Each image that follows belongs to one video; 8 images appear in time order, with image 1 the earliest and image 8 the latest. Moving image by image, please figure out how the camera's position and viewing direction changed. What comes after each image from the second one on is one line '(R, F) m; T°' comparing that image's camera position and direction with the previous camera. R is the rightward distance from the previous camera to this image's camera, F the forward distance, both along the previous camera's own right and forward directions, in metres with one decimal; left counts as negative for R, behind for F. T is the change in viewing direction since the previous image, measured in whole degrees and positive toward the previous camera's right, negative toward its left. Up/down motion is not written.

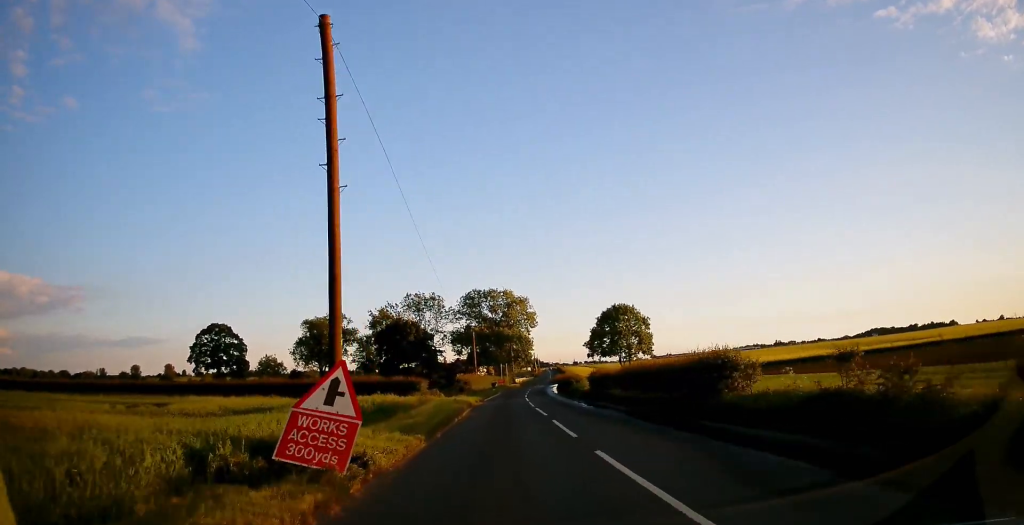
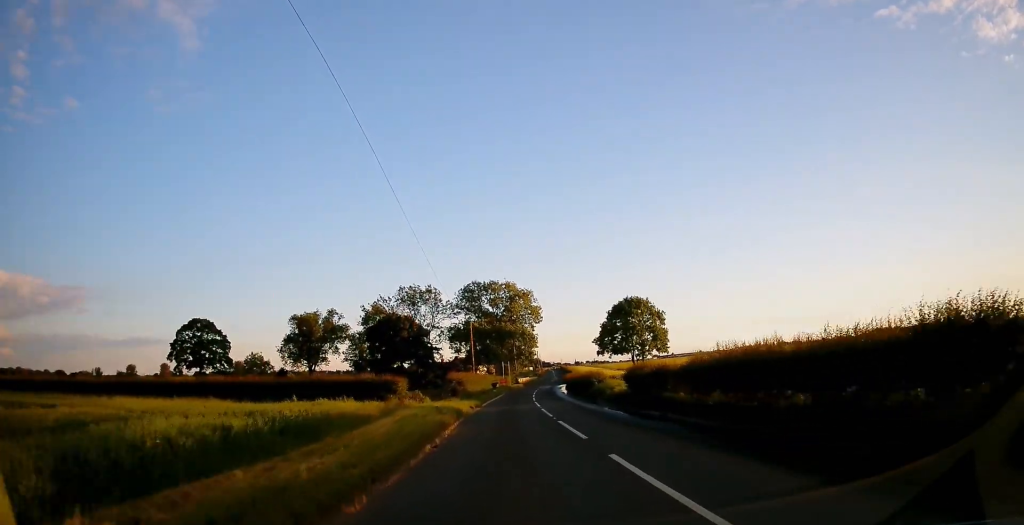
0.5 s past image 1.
(+0.1, +9.4) m; +1°
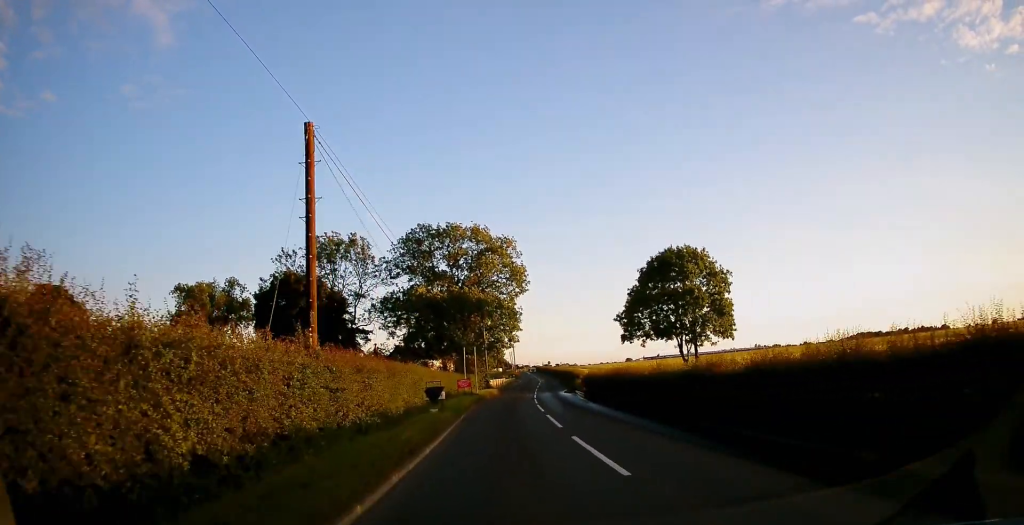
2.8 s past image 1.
(+1.0, +41.5) m; +3°
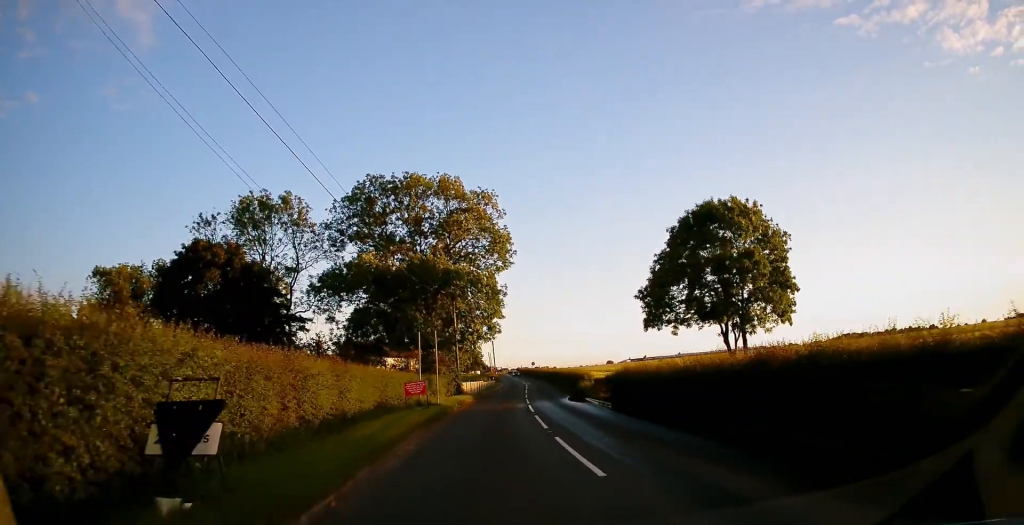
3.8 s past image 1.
(+0.3, +18.3) m; +1°
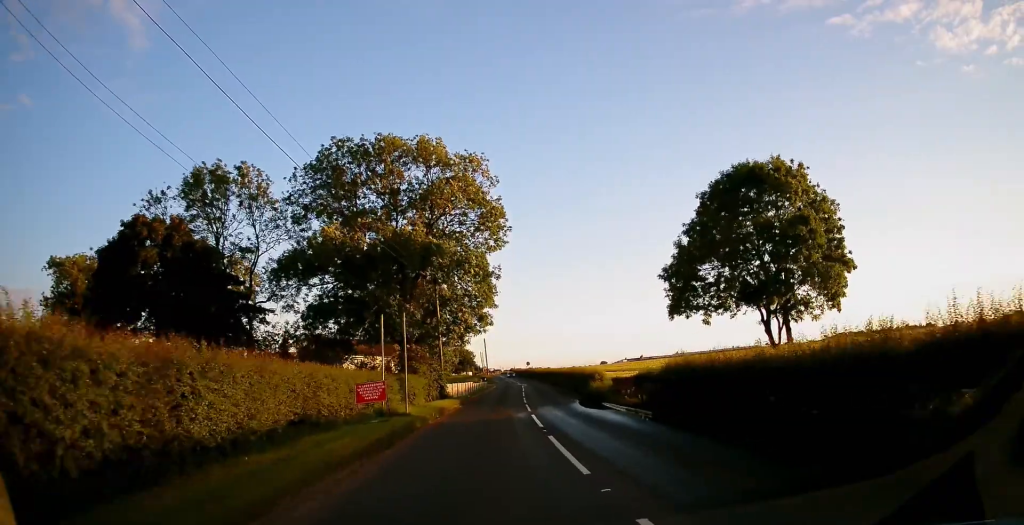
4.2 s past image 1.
(0.0, +8.8) m; 0°
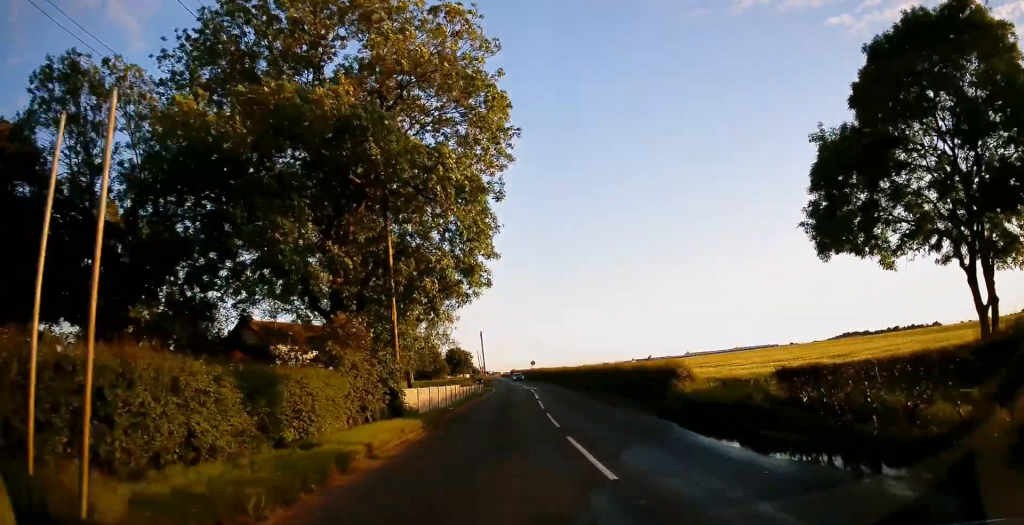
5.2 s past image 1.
(-0.1, +19.0) m; +1°
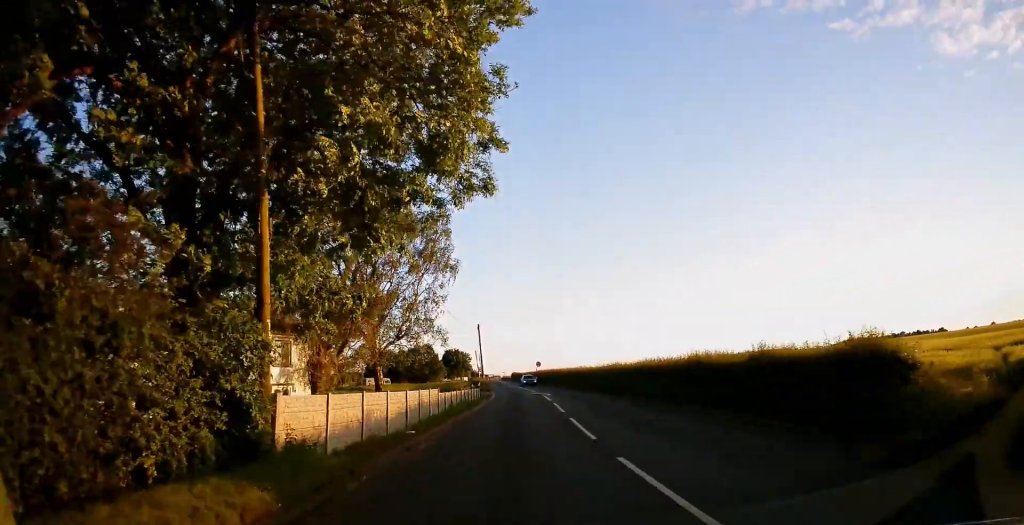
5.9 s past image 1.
(+0.2, +13.4) m; 0°
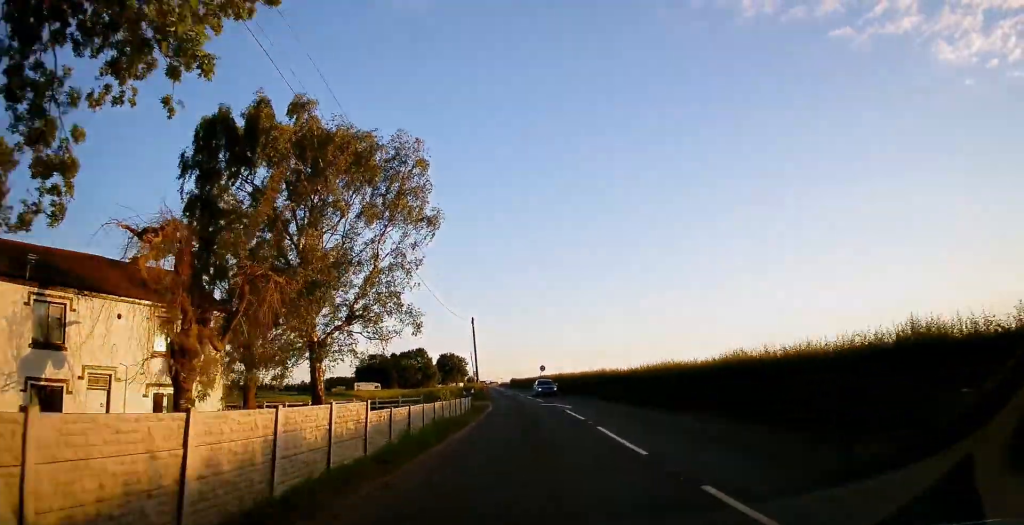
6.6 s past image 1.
(0.0, +11.9) m; 0°
